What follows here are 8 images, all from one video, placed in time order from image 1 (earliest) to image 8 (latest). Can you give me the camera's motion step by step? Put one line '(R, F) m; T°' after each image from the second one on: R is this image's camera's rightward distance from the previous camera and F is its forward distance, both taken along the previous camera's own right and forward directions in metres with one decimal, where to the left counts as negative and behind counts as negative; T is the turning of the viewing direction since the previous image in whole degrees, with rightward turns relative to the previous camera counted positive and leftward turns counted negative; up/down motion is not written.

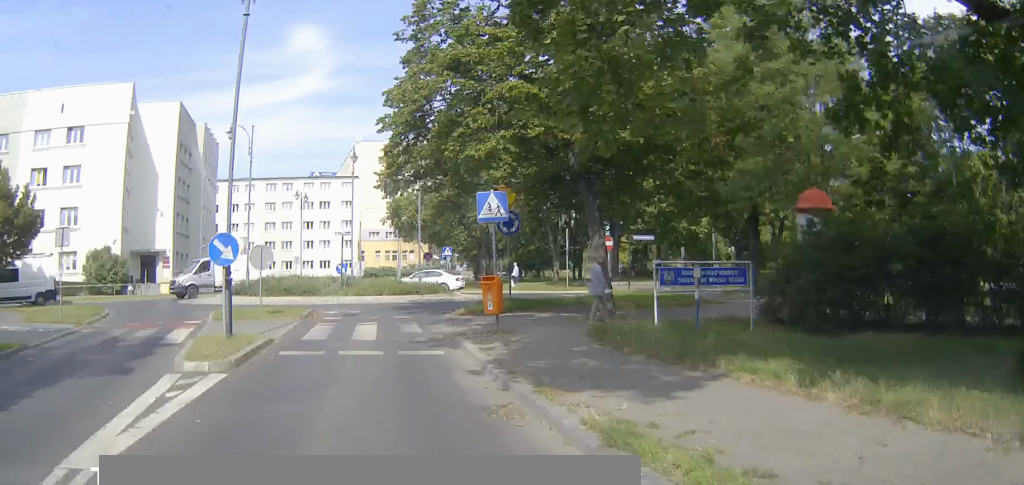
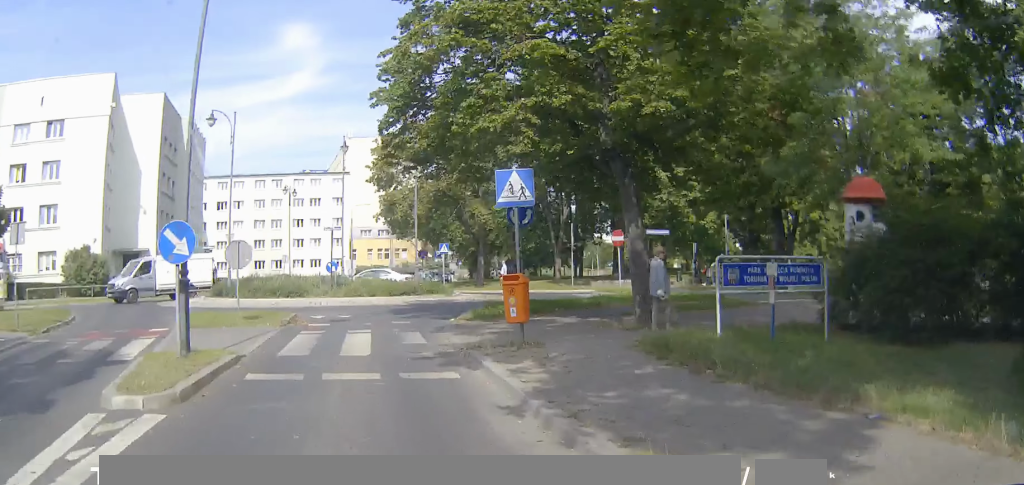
(+0.1, +3.5) m; +1°
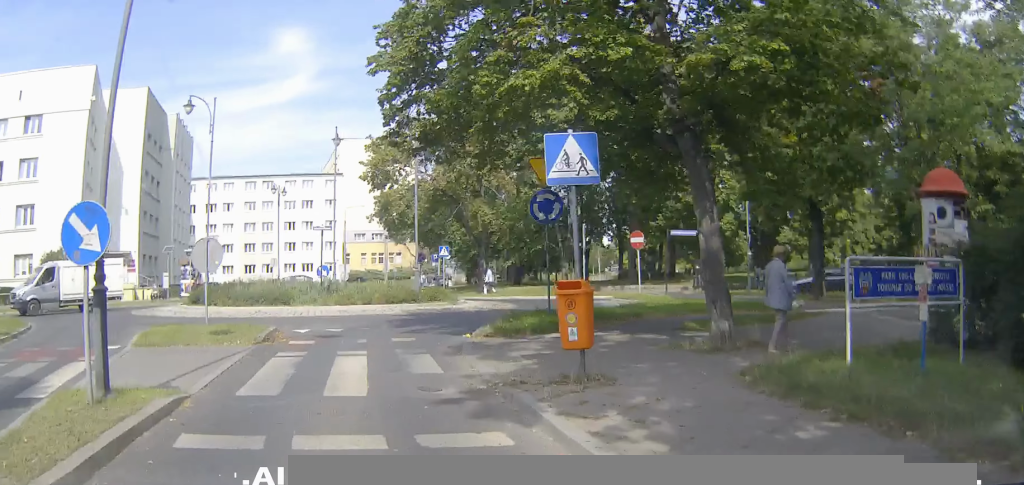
(+0.1, +4.2) m; 0°
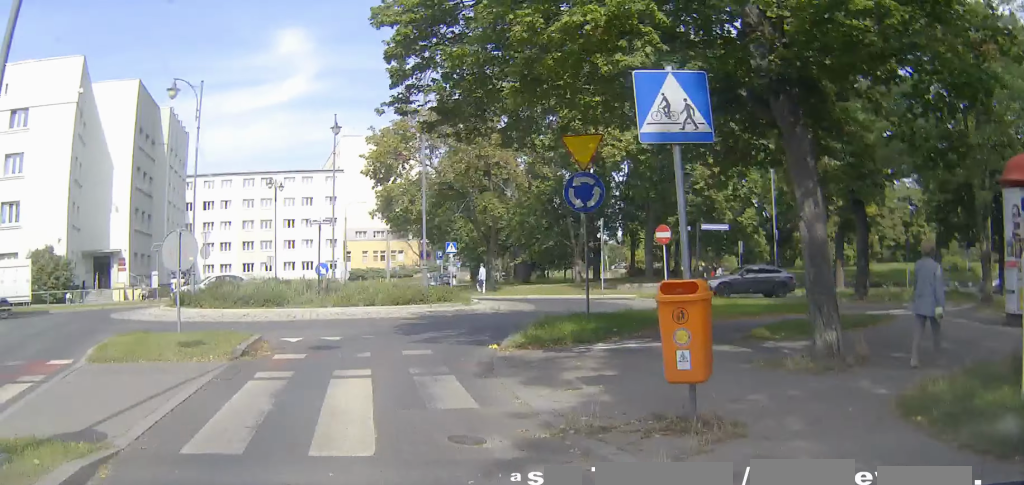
(-0.1, +2.9) m; -1°
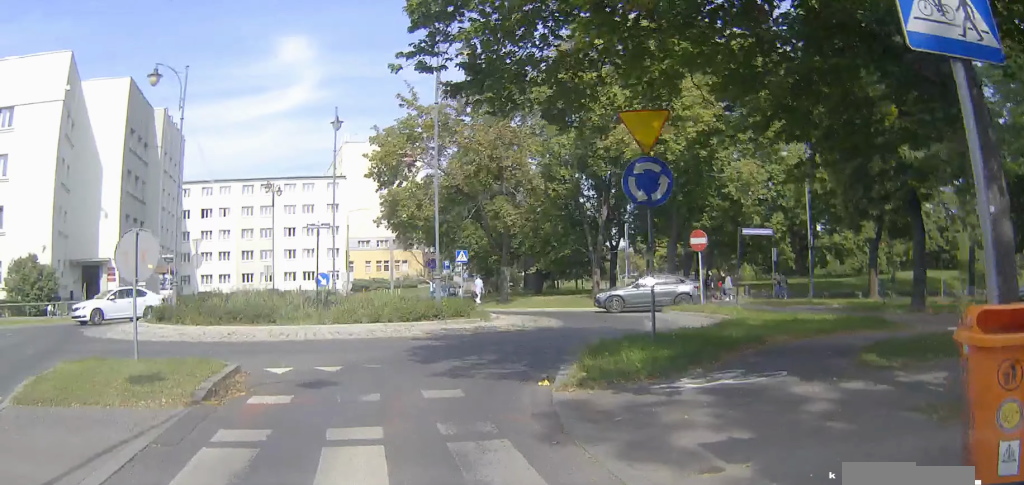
(0.0, +3.1) m; +1°
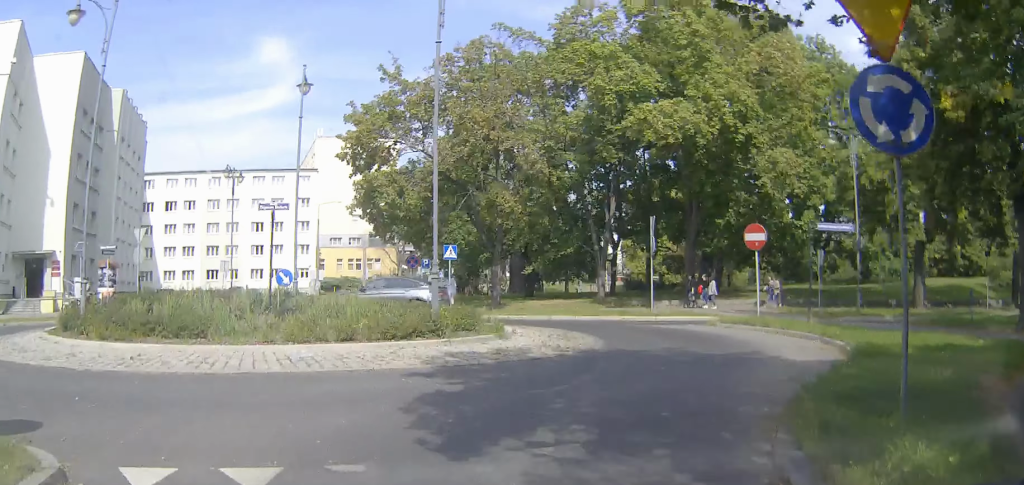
(+0.5, +6.1) m; +11°
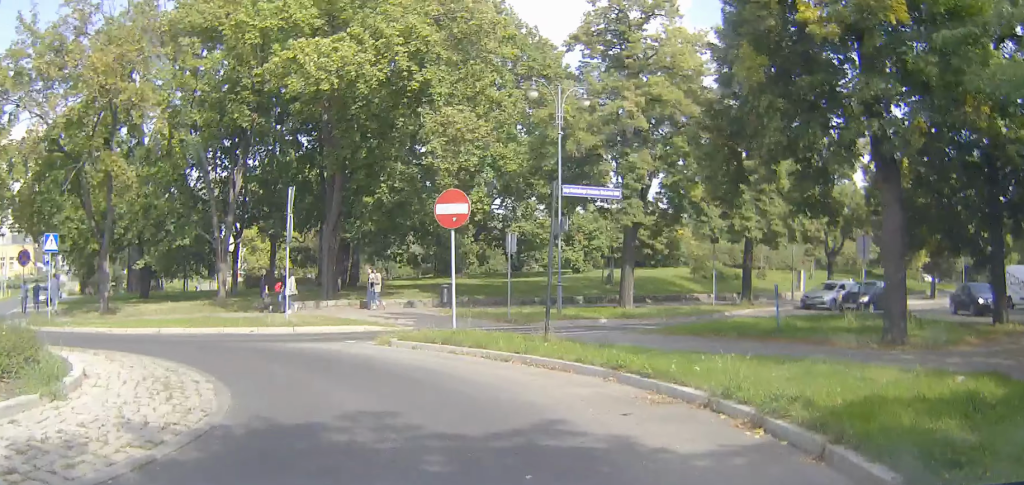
(+0.9, +7.3) m; +13°
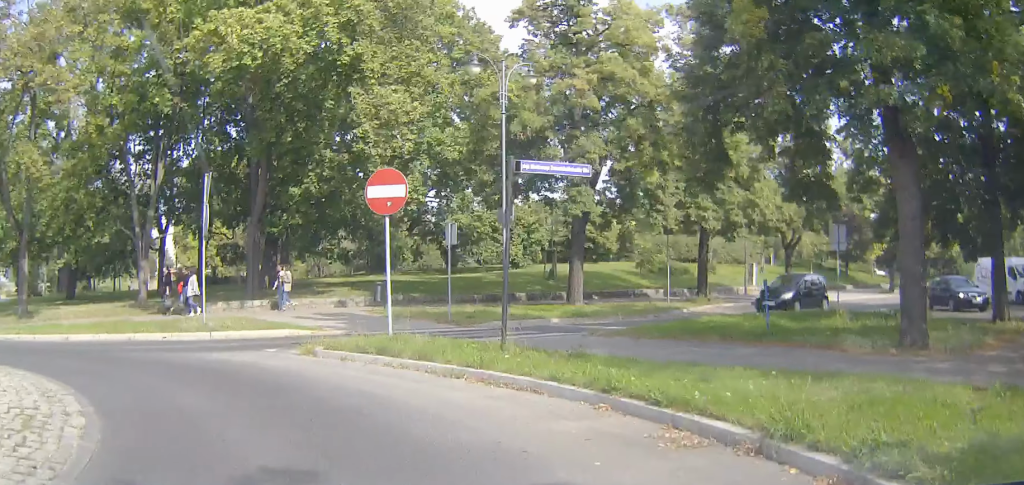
(+0.2, +2.3) m; +2°
